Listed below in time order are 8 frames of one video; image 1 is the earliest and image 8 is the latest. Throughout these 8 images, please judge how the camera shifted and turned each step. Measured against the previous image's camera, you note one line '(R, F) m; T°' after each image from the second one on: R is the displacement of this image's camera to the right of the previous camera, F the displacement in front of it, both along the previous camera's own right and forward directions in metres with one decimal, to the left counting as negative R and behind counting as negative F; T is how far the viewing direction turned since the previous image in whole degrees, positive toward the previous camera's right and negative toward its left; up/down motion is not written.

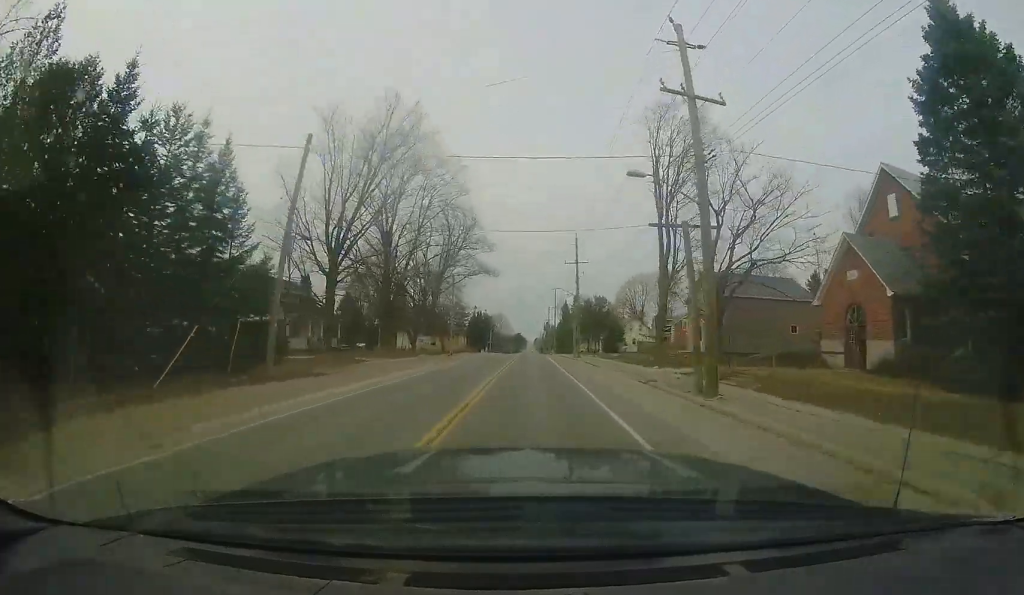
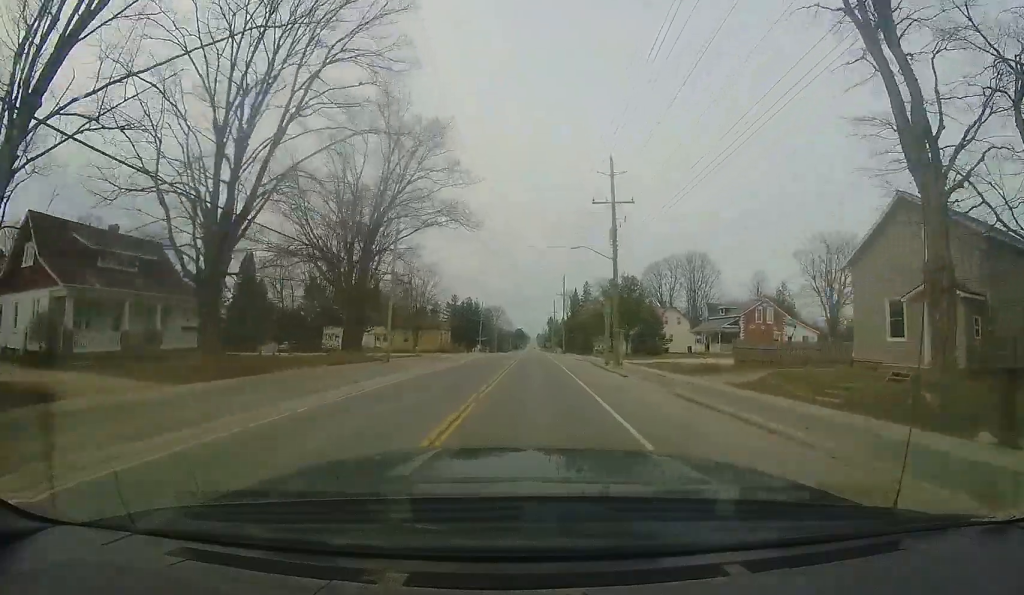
(-0.3, +19.6) m; 0°
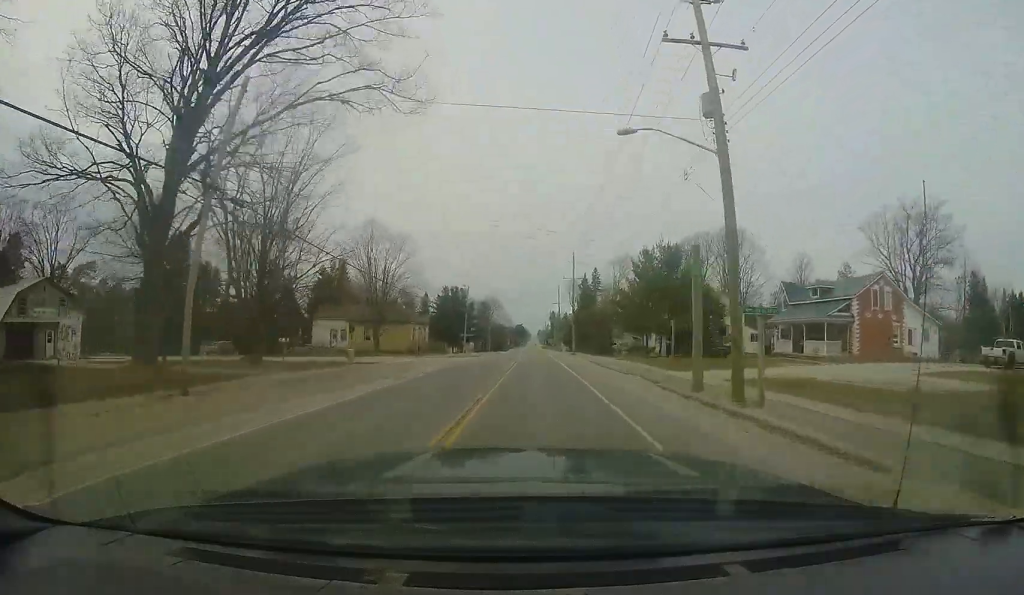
(+0.1, +15.3) m; 0°
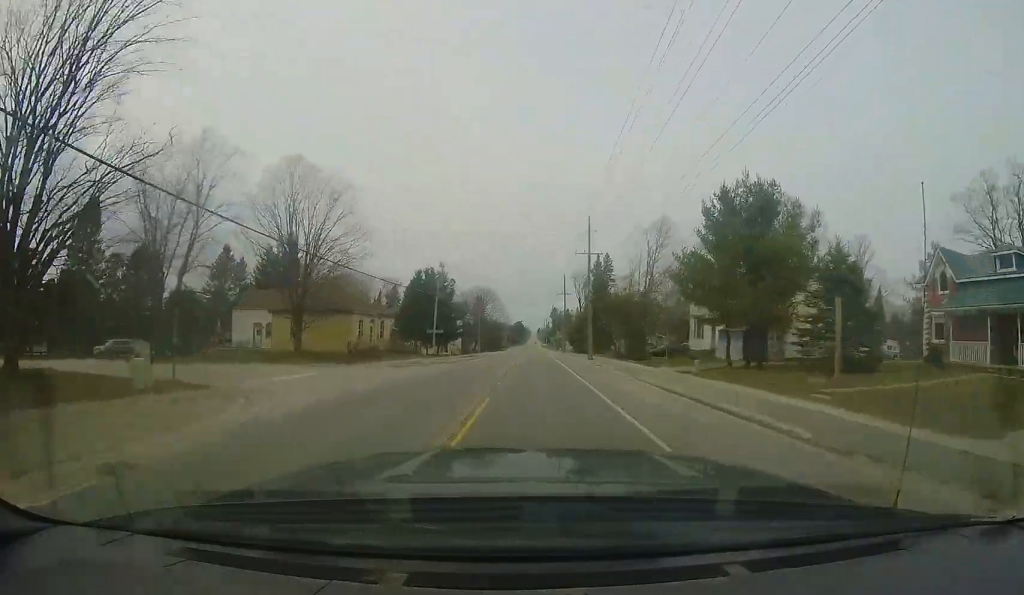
(+0.1, +15.3) m; 0°
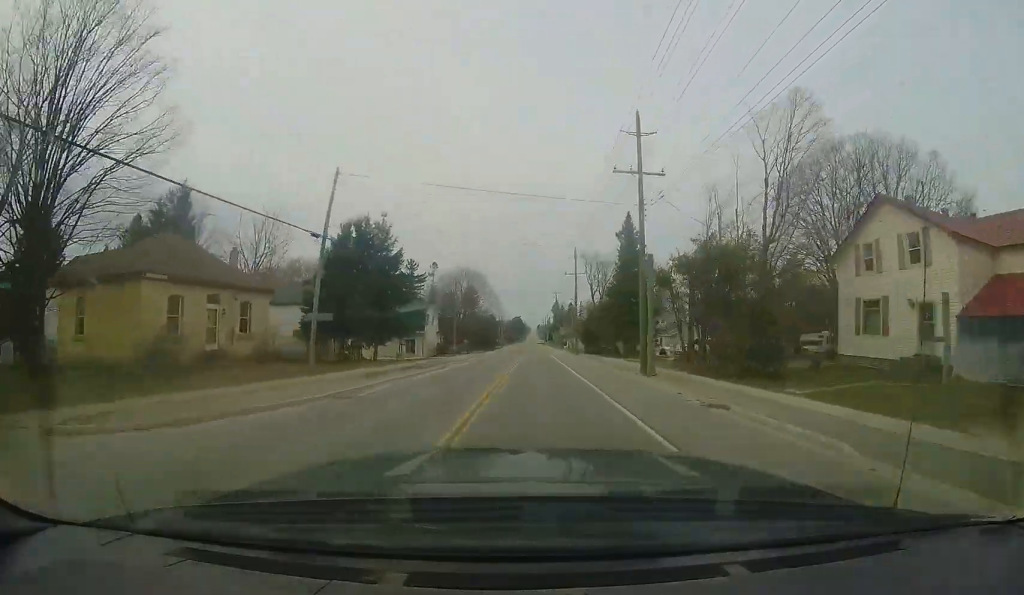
(-0.2, +19.4) m; -1°
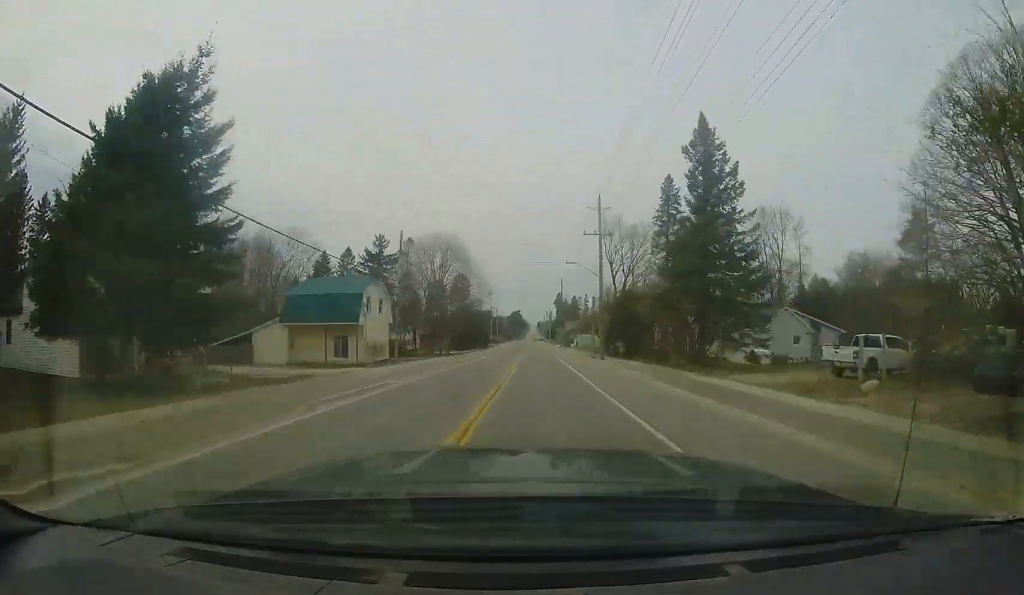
(-0.3, +18.9) m; -1°
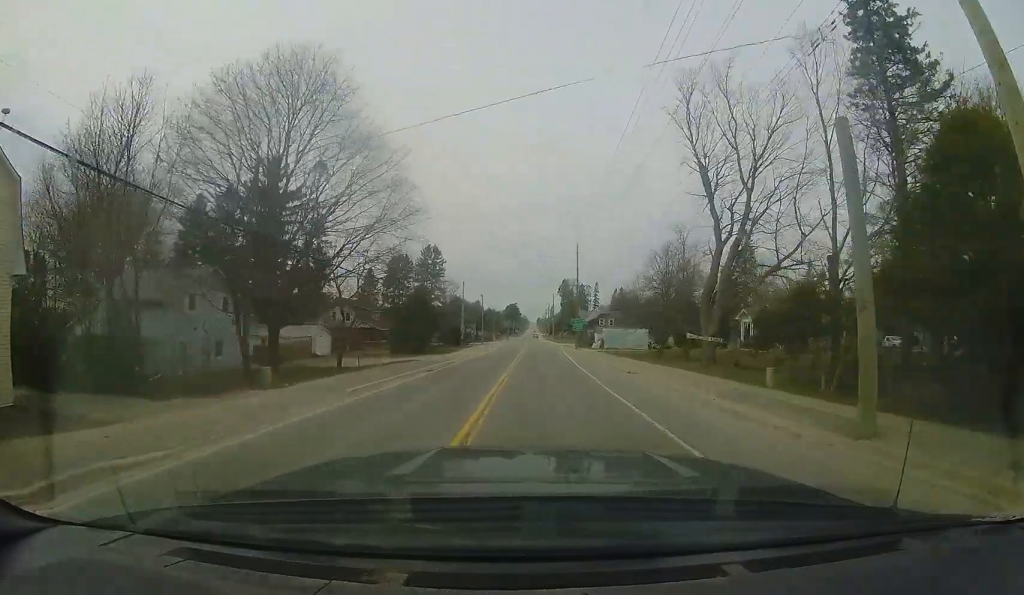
(+0.3, +31.4) m; 0°
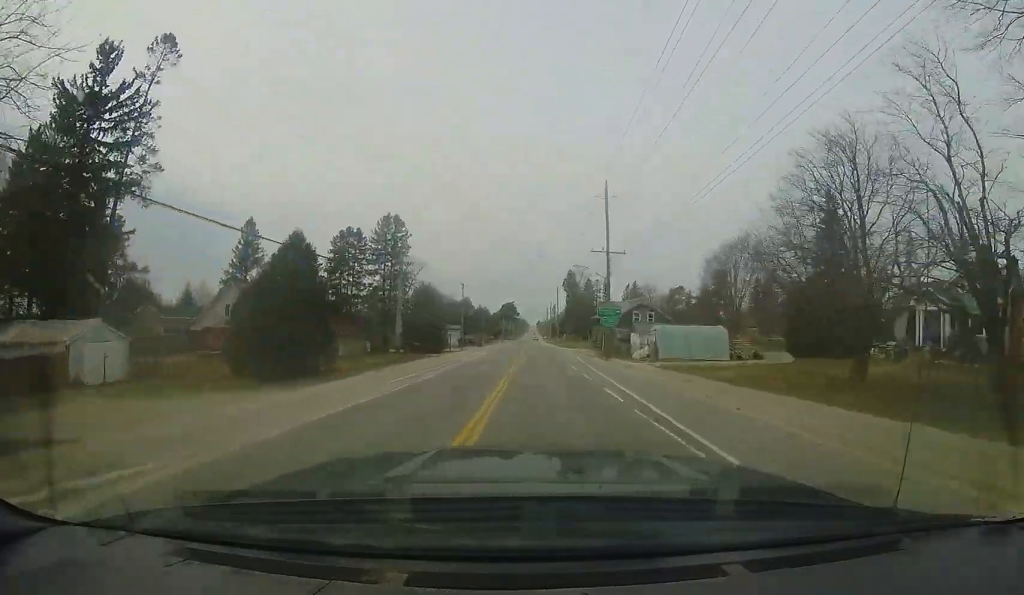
(-0.2, +22.8) m; +1°
